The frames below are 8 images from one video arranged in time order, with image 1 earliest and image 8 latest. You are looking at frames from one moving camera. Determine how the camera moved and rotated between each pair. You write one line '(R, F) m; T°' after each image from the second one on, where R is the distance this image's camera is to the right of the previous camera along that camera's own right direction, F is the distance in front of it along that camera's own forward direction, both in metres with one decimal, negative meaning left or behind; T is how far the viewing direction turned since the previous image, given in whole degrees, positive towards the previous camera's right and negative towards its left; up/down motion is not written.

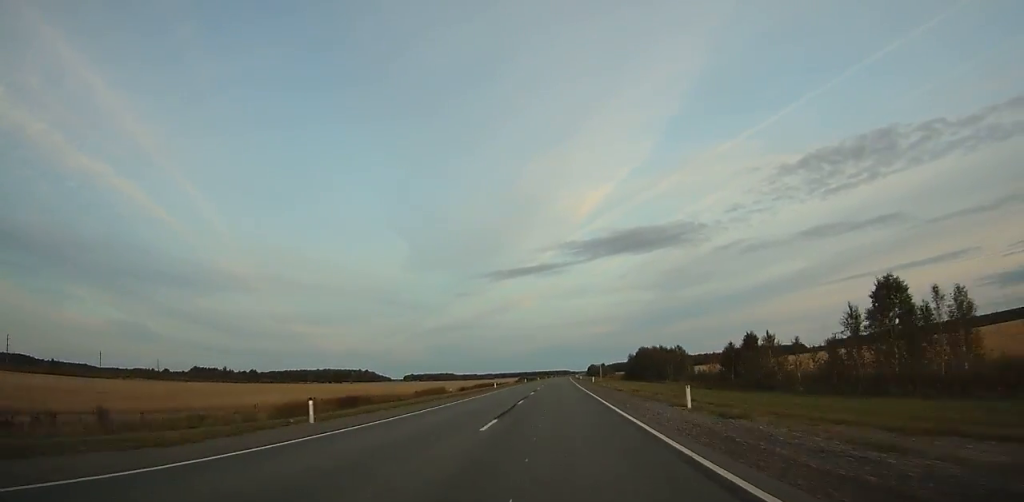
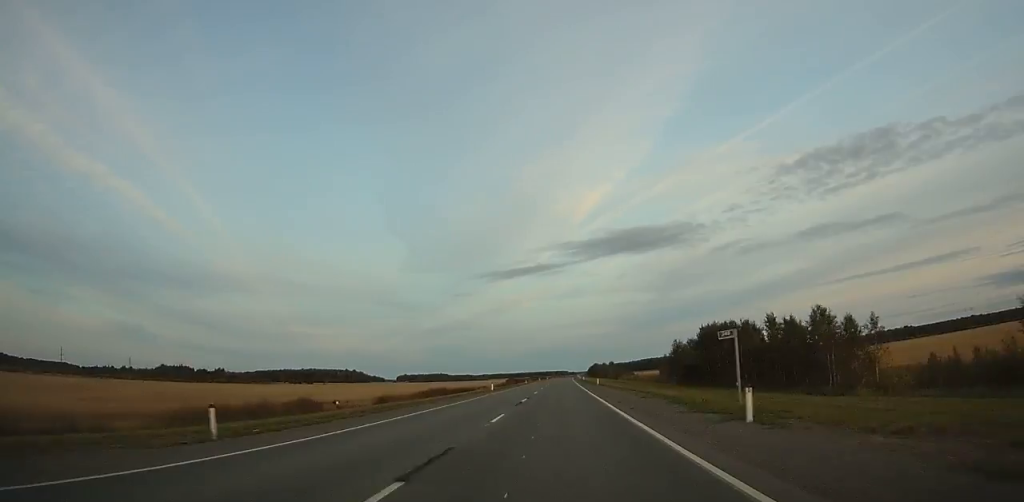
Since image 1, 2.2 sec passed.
(+0.3, +57.1) m; 0°
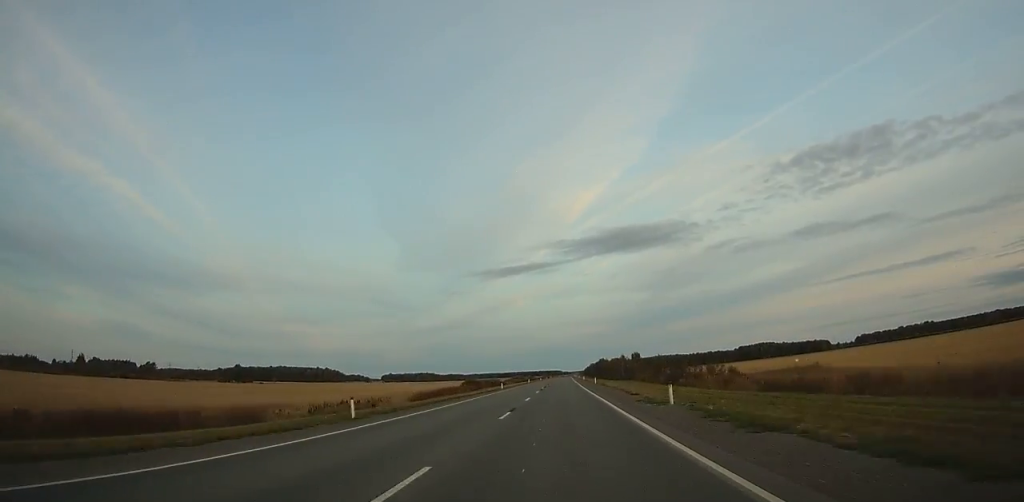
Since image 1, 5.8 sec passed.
(+0.4, +93.8) m; +1°
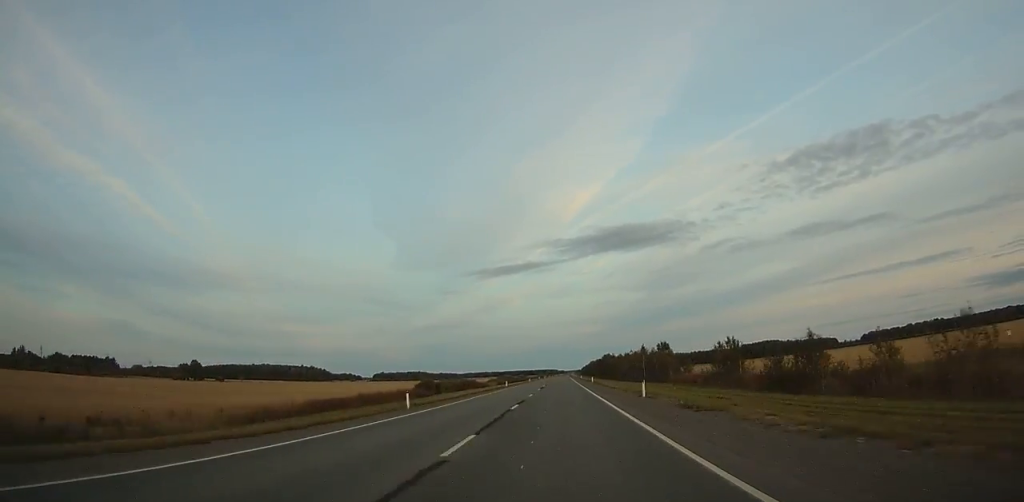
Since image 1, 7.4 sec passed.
(0.0, +41.8) m; 0°
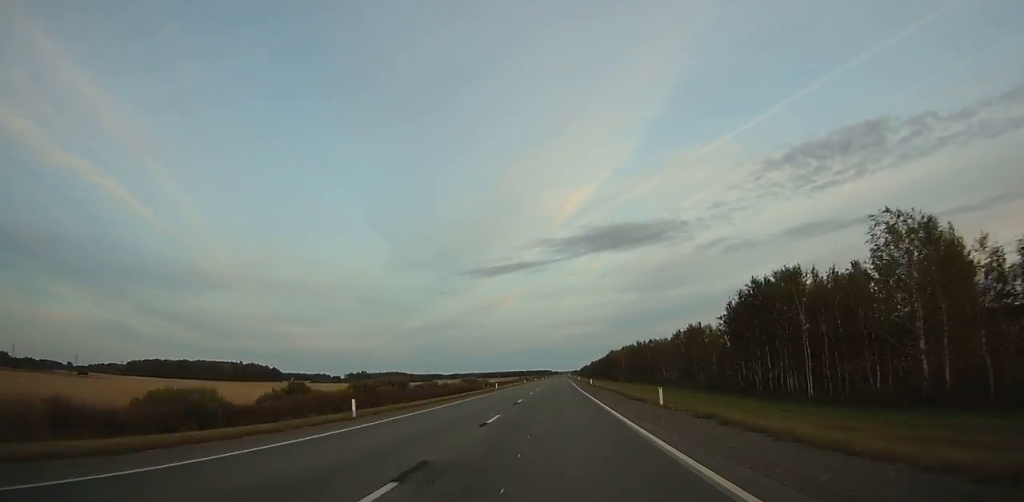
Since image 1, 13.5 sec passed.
(+0.9, +160.6) m; +1°
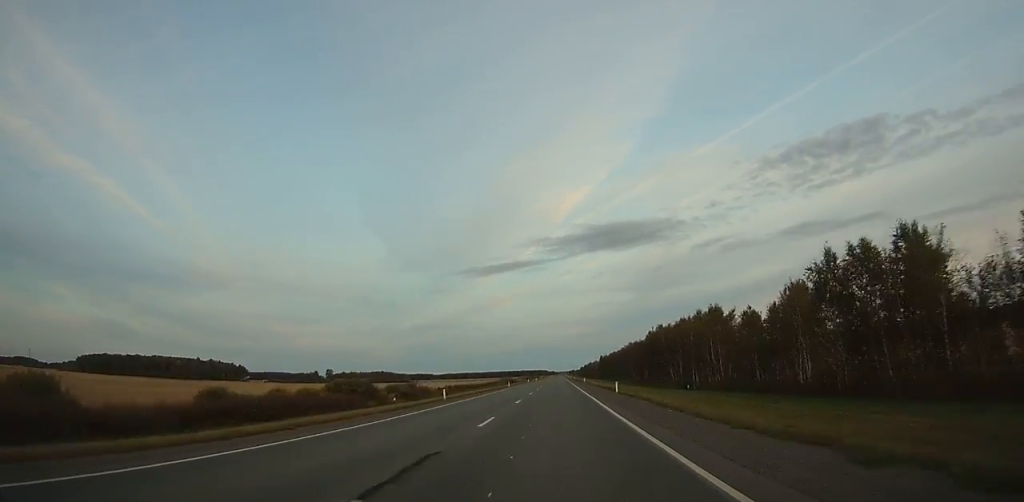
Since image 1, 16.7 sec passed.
(+0.4, +85.7) m; 0°
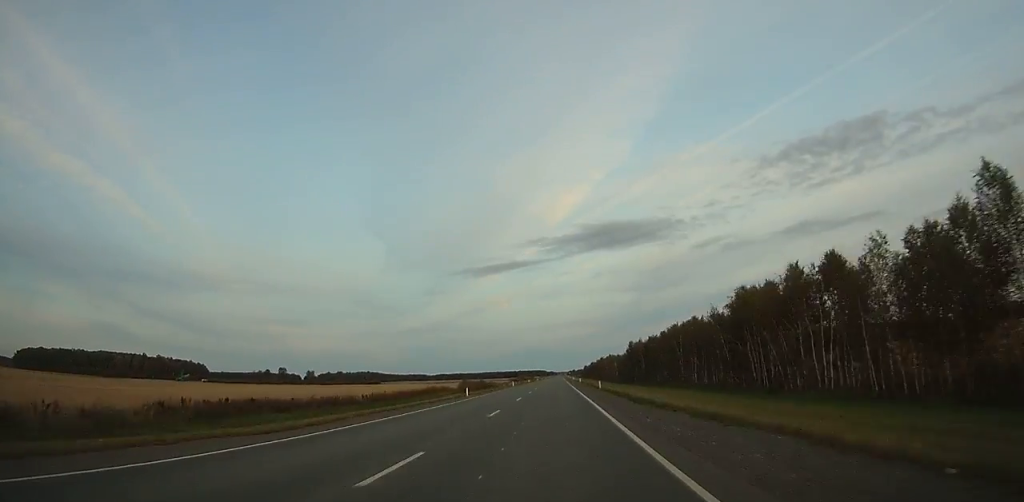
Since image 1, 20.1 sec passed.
(+0.3, +93.2) m; 0°
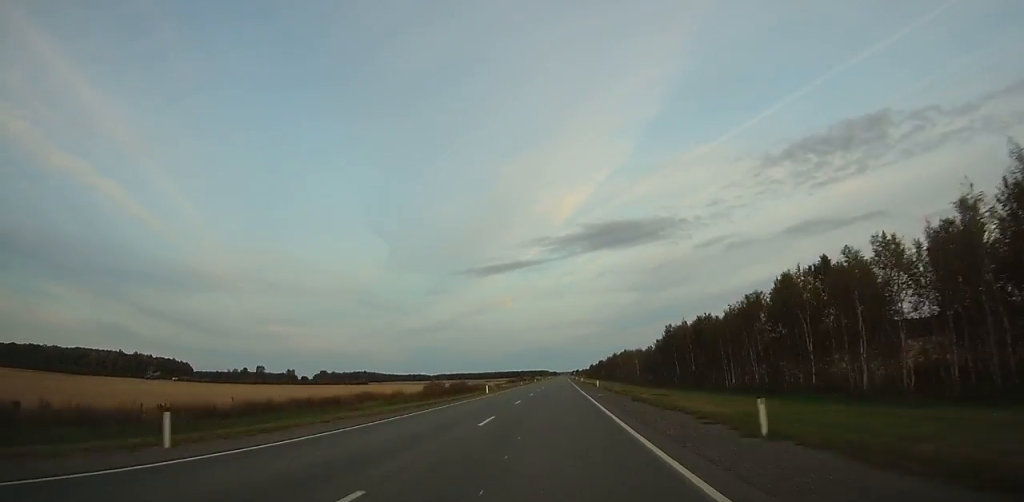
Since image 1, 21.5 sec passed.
(+0.1, +38.9) m; 0°
